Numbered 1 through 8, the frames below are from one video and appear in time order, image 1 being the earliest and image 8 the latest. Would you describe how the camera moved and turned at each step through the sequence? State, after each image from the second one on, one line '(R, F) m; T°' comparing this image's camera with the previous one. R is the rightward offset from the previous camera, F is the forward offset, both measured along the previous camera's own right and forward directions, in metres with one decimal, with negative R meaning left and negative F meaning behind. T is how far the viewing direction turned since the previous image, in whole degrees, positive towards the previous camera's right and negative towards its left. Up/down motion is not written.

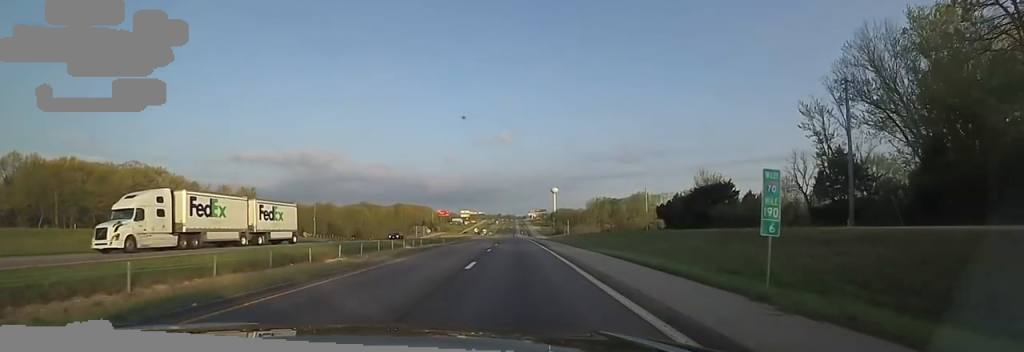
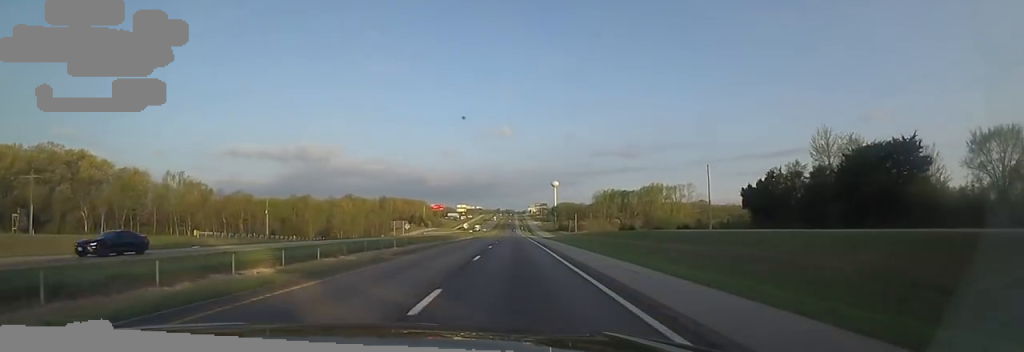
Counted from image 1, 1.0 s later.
(-0.4, +33.6) m; -1°
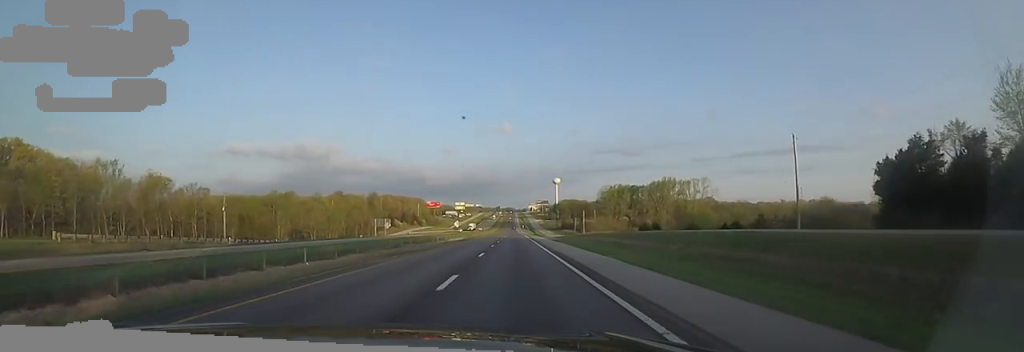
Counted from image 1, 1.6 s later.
(-0.2, +21.9) m; 0°
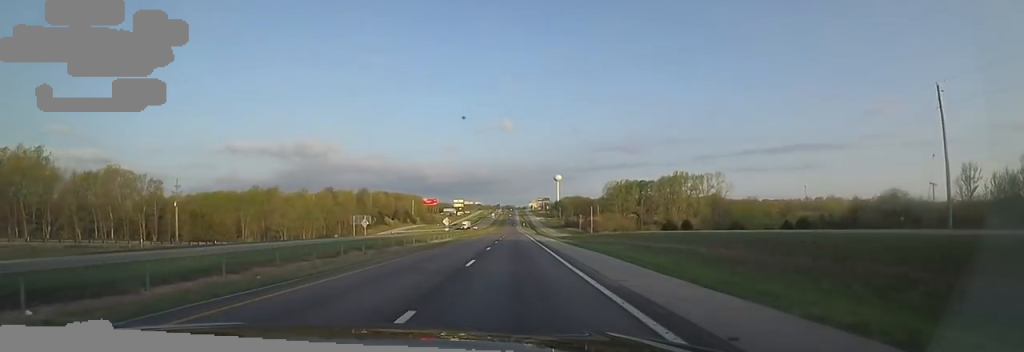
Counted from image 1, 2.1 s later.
(+0.3, +18.3) m; +1°
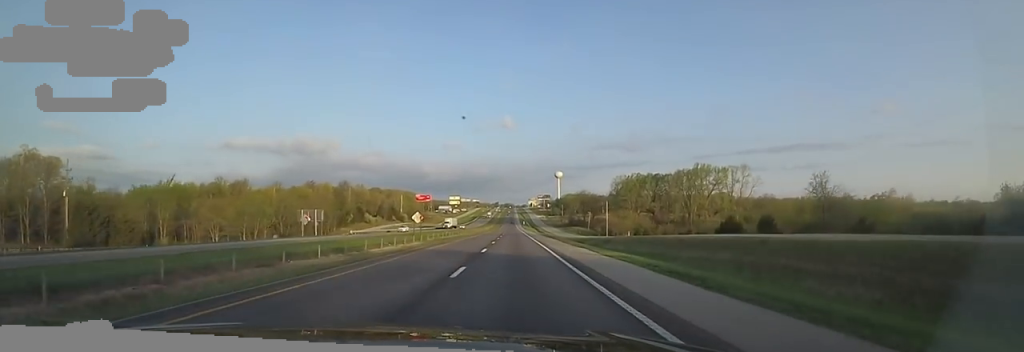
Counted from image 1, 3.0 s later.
(+0.4, +28.1) m; +1°
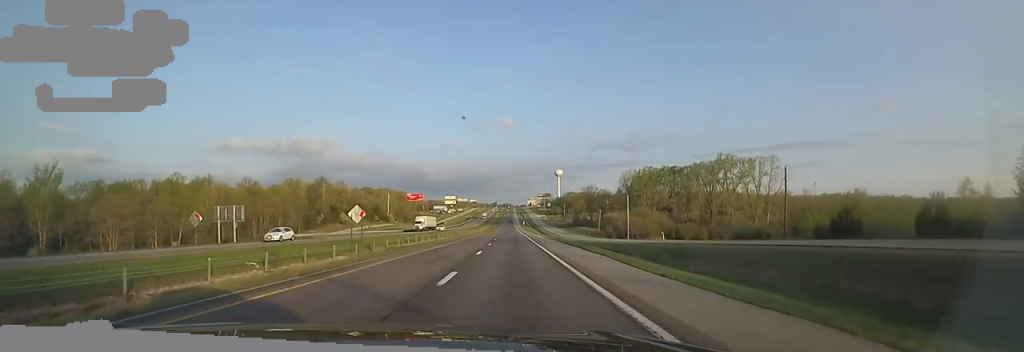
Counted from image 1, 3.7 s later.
(+0.1, +25.6) m; 0°
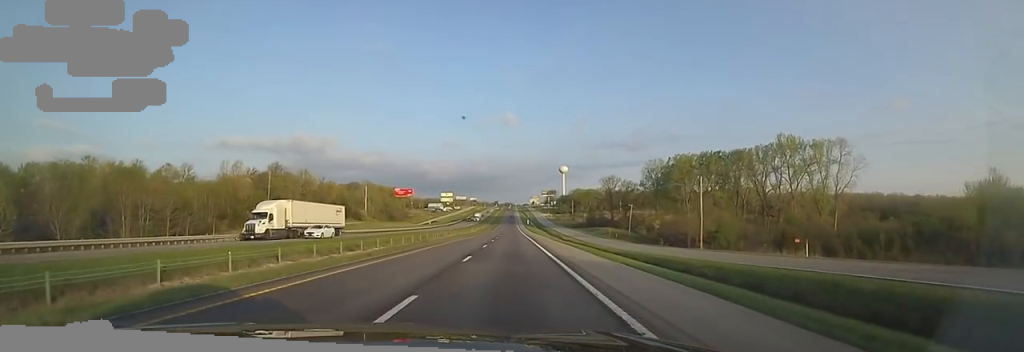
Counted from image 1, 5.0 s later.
(-0.4, +41.2) m; -1°
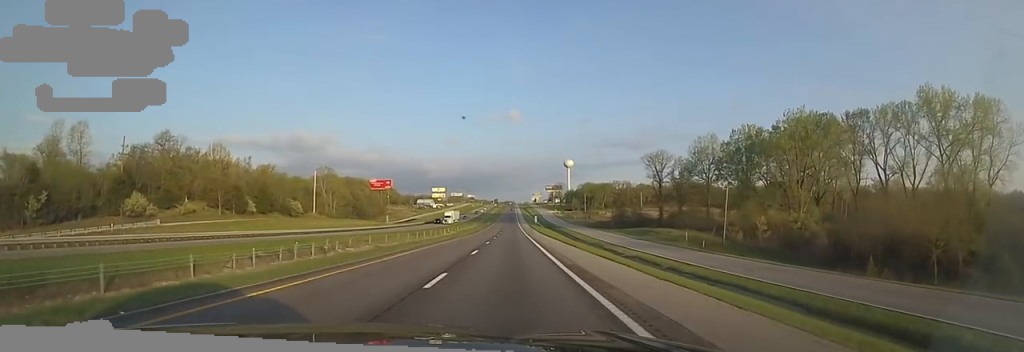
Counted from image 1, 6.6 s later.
(0.0, +56.2) m; 0°
